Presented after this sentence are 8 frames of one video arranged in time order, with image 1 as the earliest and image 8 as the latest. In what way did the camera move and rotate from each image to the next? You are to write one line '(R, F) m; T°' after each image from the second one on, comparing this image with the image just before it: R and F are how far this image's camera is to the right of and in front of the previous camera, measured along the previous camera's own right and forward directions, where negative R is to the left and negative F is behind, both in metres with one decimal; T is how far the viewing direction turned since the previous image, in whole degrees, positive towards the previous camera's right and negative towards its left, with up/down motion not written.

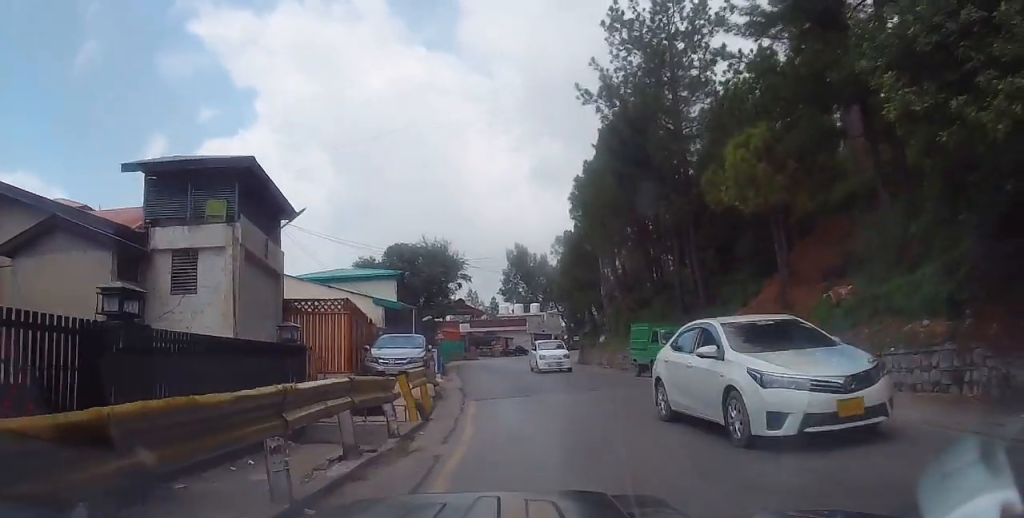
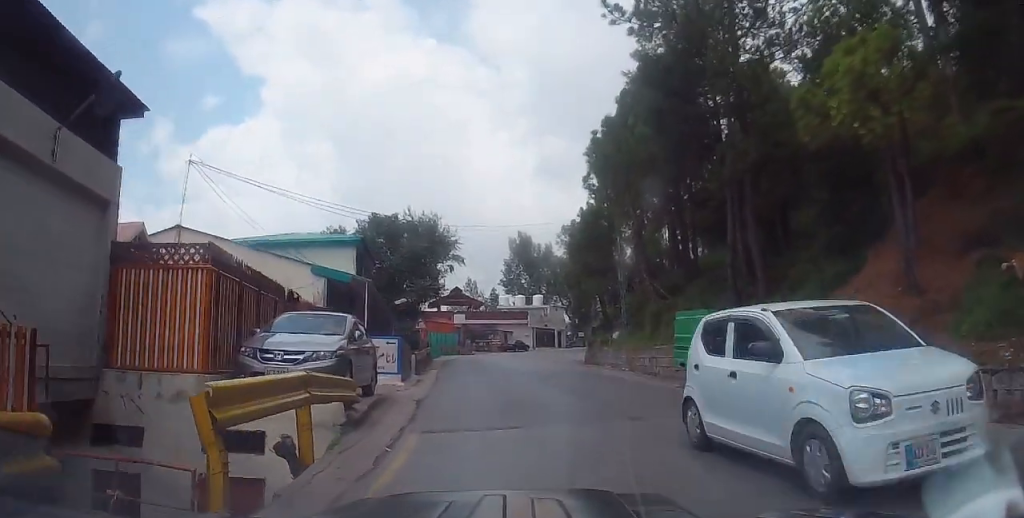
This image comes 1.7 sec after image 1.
(0.0, +7.3) m; 0°
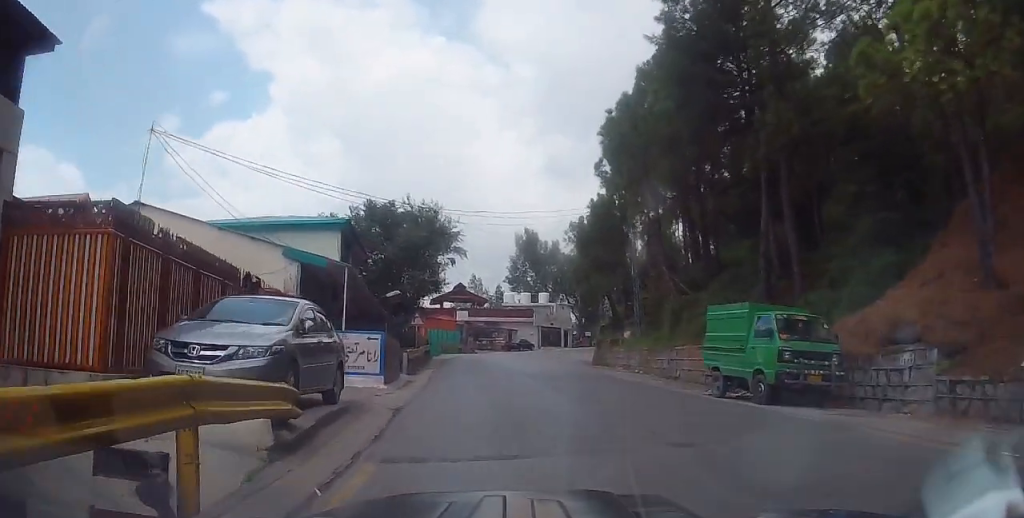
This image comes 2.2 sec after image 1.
(0.0, +2.6) m; -1°
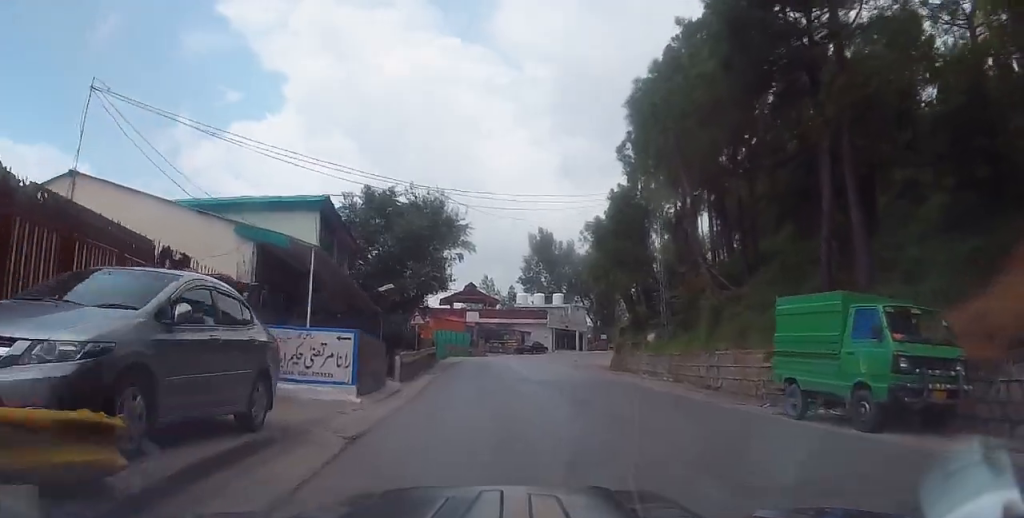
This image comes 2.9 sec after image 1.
(0.0, +3.3) m; -1°
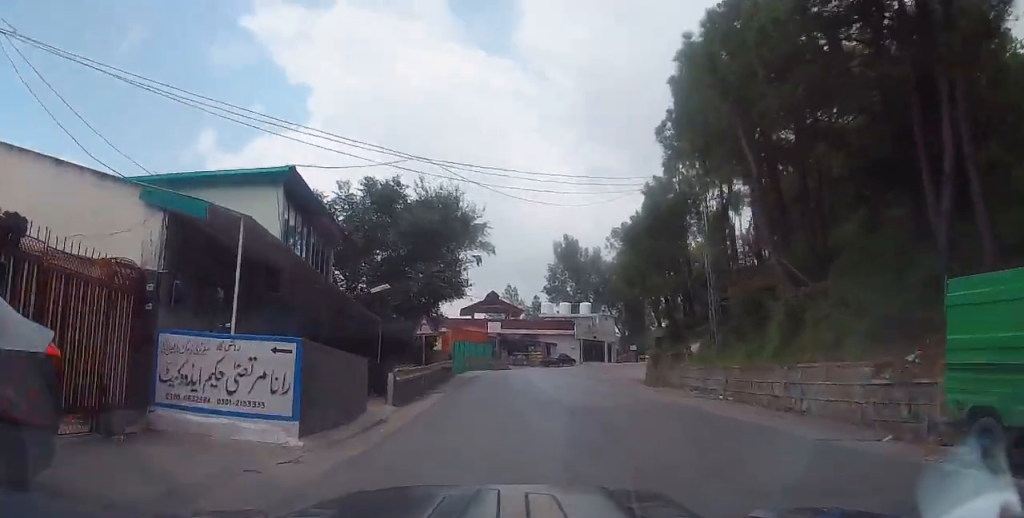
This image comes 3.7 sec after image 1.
(-0.1, +4.0) m; -1°
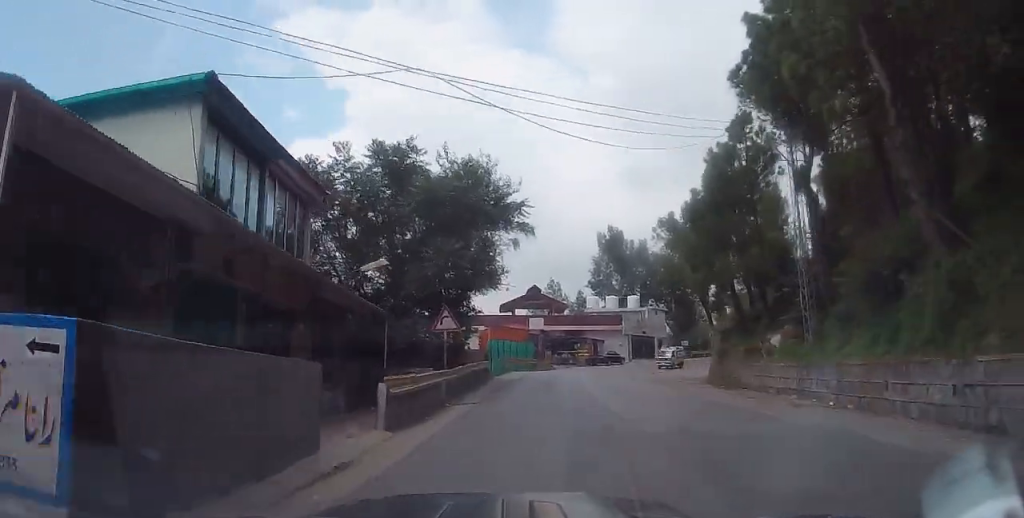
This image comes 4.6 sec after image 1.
(0.0, +4.7) m; -1°
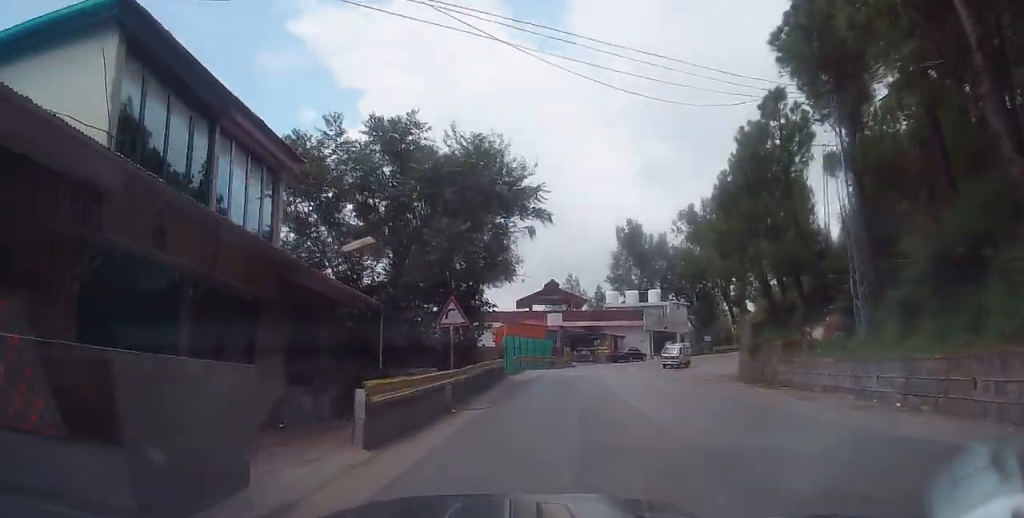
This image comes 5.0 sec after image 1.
(0.0, +2.2) m; 0°
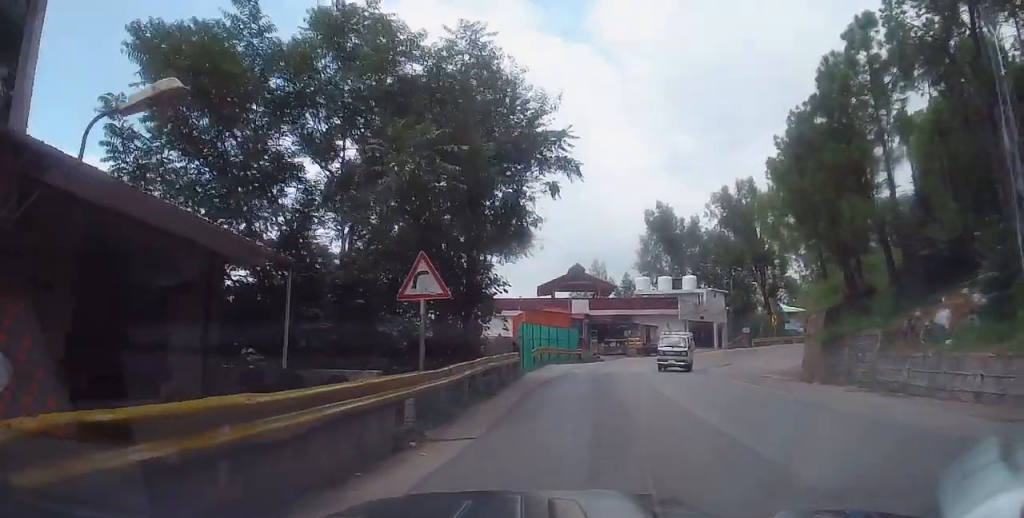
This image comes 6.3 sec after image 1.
(-0.1, +6.3) m; -2°
